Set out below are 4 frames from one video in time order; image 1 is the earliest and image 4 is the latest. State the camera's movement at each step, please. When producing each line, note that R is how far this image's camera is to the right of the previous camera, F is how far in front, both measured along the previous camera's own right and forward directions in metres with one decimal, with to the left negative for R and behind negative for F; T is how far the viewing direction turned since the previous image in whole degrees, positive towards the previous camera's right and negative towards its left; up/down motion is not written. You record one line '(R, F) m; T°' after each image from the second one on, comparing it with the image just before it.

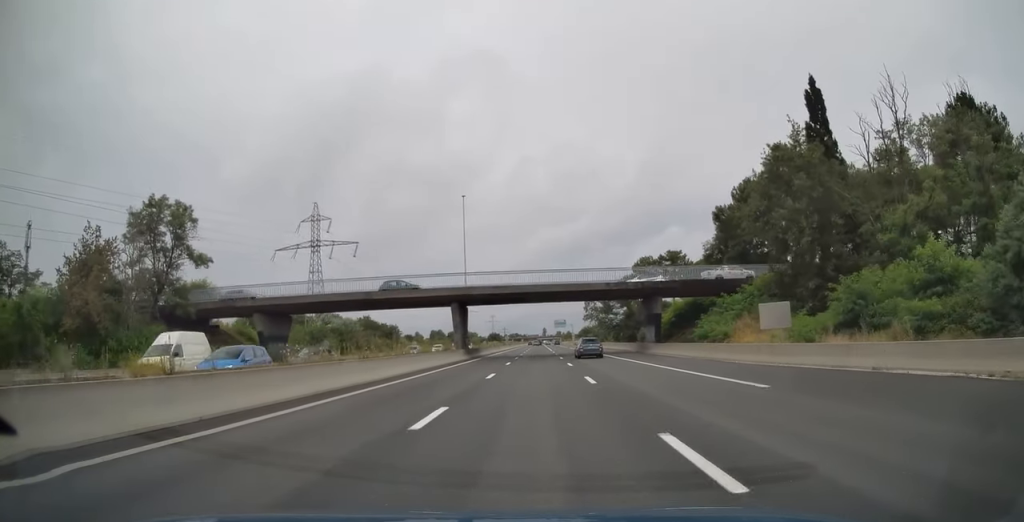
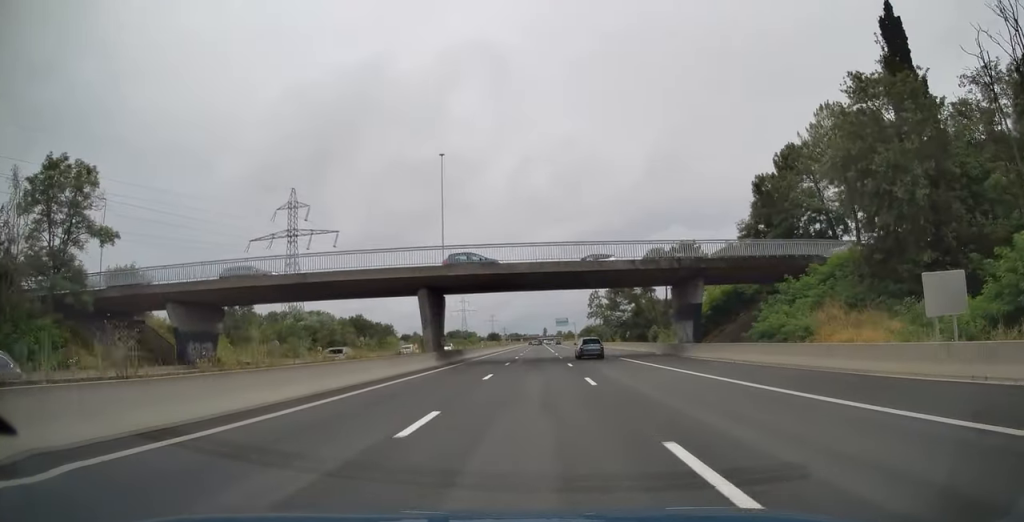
(0.0, +13.8) m; 0°
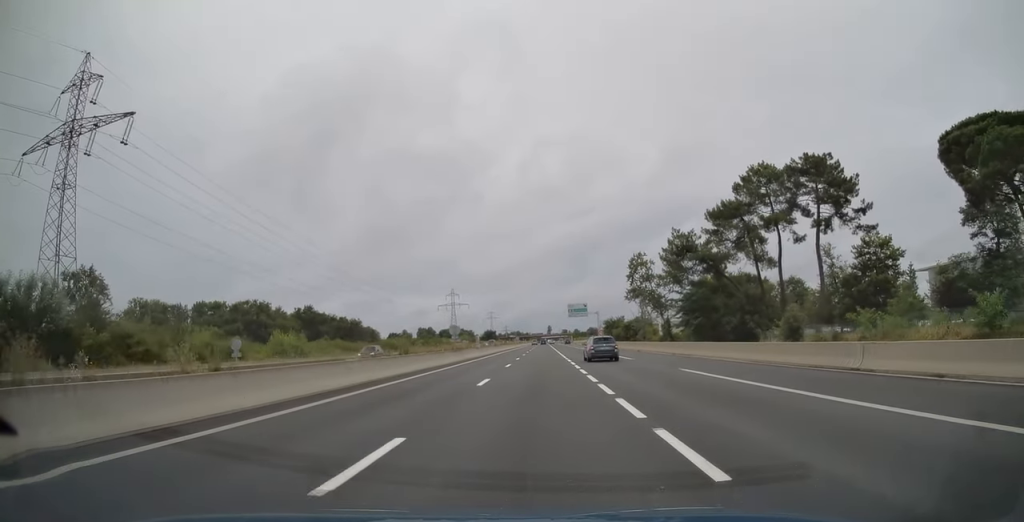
(0.0, +68.8) m; 0°
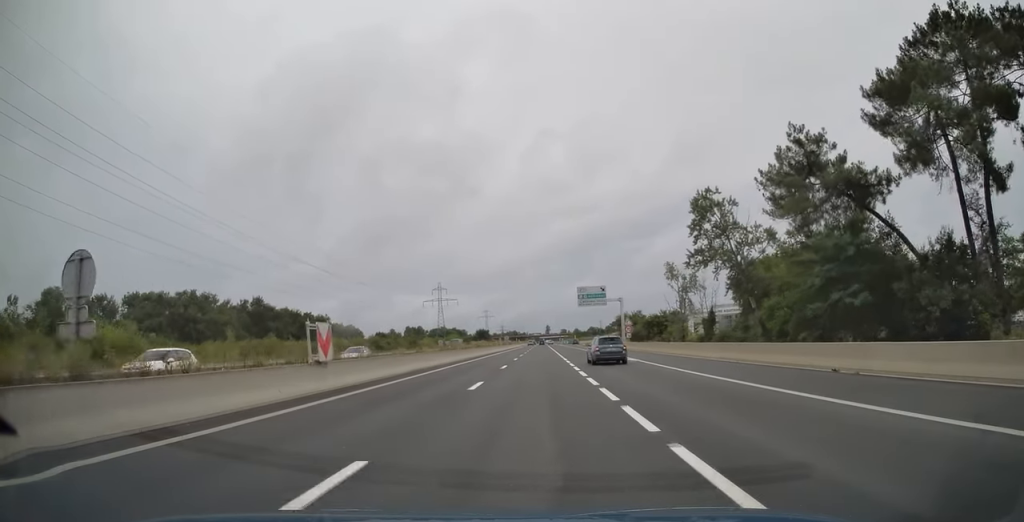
(-0.2, +40.9) m; 0°
